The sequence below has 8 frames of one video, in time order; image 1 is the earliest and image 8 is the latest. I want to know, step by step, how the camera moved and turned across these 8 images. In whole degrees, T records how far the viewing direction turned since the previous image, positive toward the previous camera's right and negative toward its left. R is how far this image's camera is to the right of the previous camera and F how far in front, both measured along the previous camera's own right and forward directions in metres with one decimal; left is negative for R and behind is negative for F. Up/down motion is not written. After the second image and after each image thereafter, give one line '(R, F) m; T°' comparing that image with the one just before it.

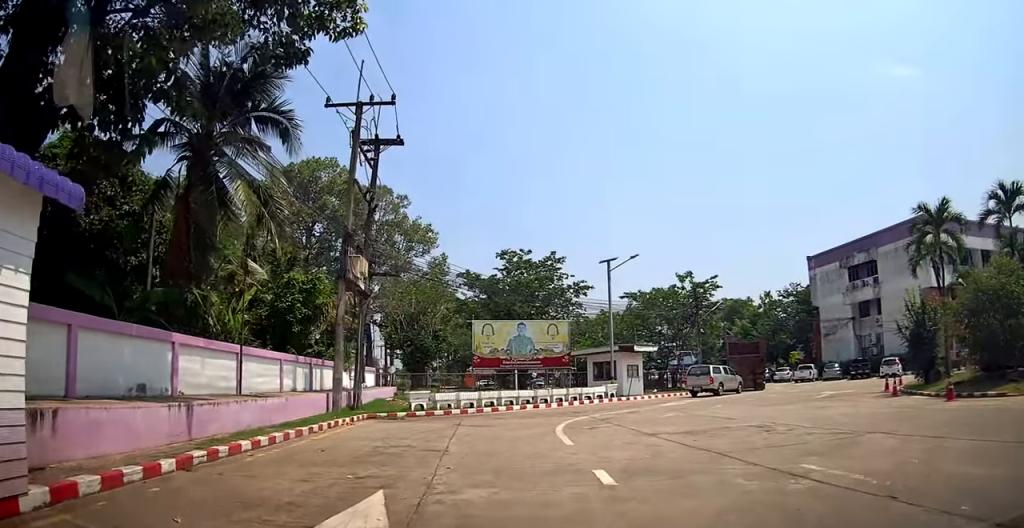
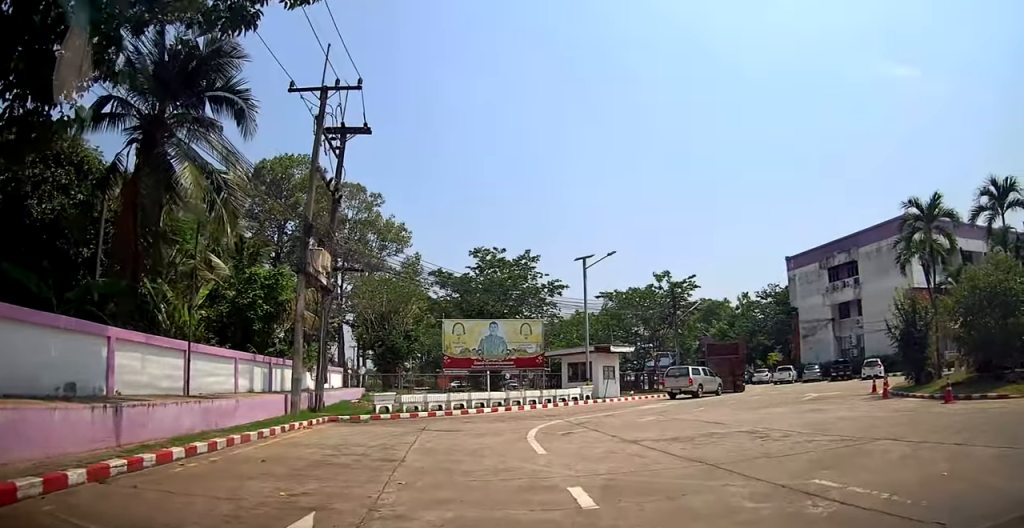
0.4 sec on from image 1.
(0.0, +1.6) m; 0°
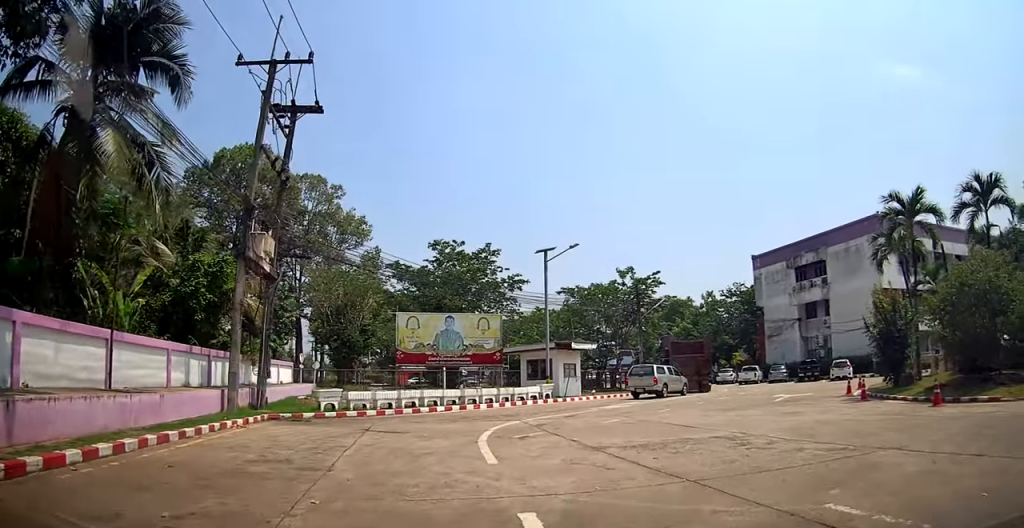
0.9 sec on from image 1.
(0.0, +1.8) m; -1°
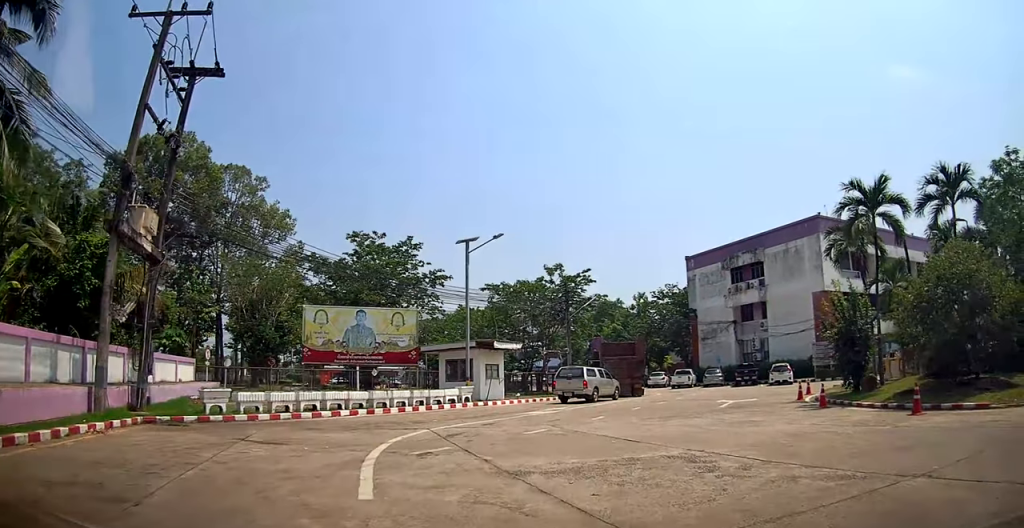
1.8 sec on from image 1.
(0.0, +3.1) m; 0°
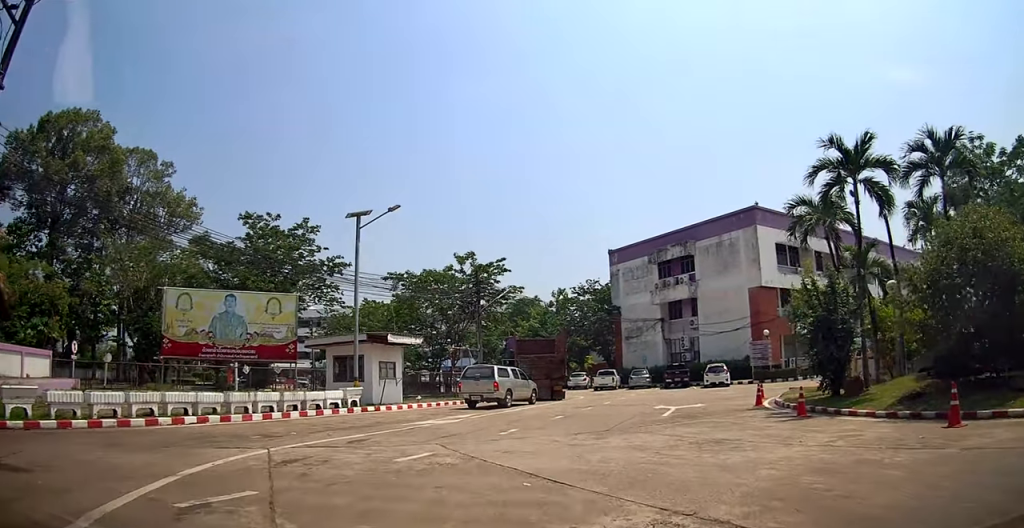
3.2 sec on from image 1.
(+0.5, +5.1) m; +9°
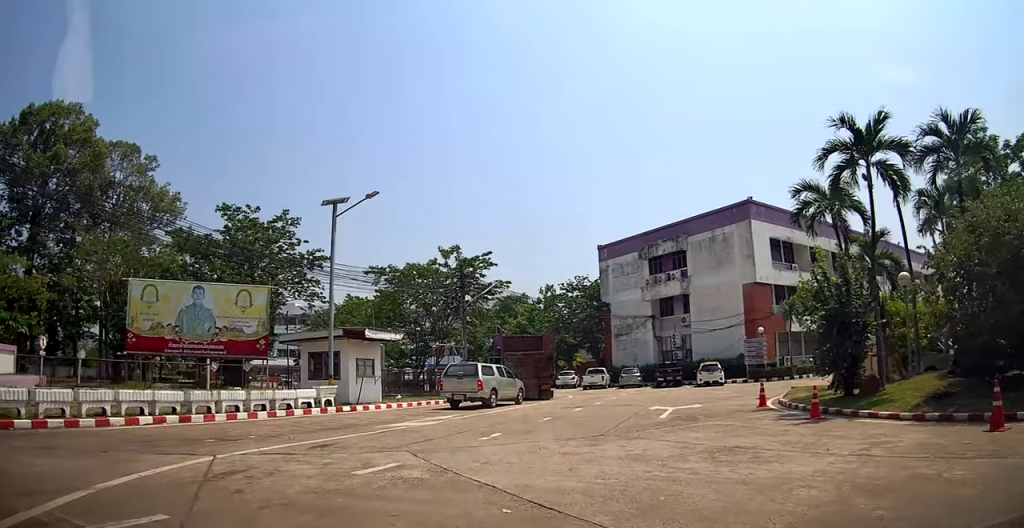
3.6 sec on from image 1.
(+0.3, +1.5) m; 0°
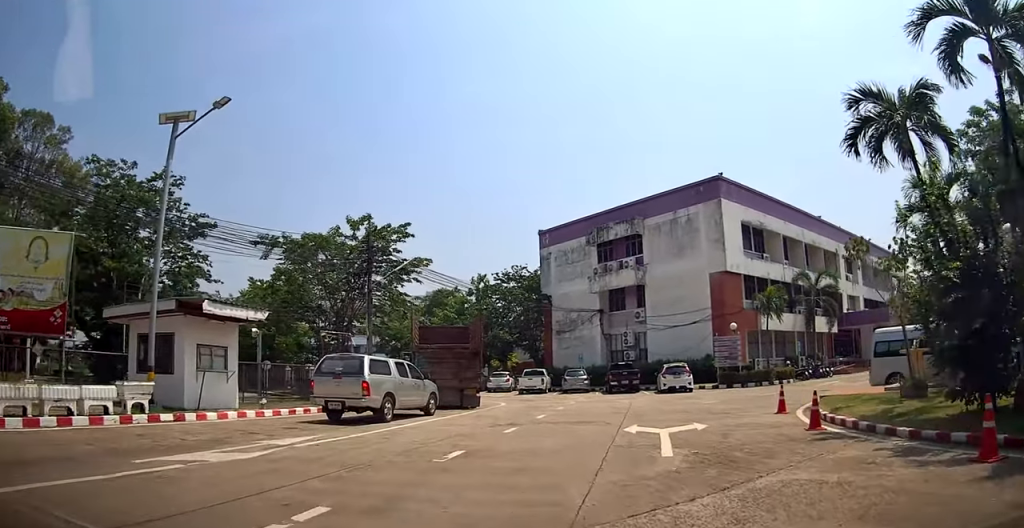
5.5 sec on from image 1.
(+0.3, +7.1) m; +13°
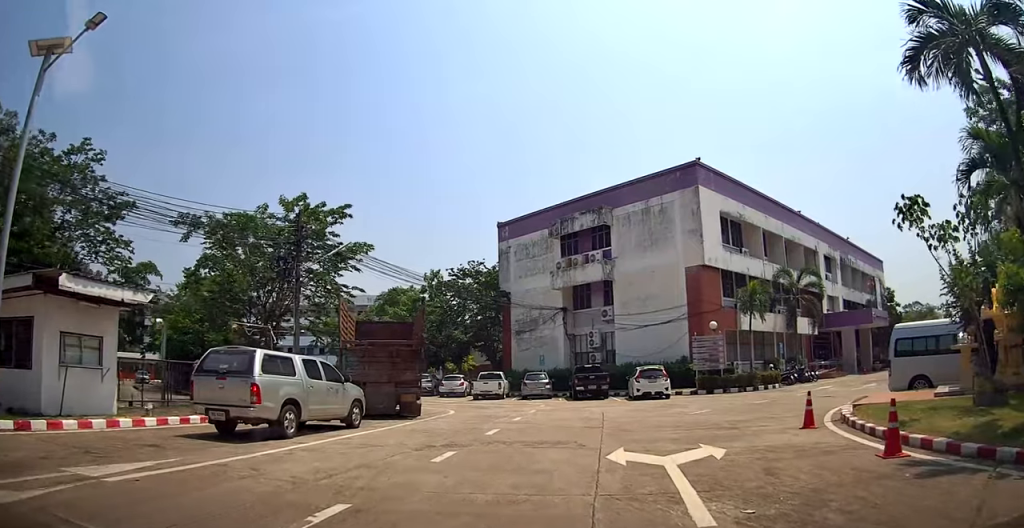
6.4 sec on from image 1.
(+0.2, +3.7) m; +3°
